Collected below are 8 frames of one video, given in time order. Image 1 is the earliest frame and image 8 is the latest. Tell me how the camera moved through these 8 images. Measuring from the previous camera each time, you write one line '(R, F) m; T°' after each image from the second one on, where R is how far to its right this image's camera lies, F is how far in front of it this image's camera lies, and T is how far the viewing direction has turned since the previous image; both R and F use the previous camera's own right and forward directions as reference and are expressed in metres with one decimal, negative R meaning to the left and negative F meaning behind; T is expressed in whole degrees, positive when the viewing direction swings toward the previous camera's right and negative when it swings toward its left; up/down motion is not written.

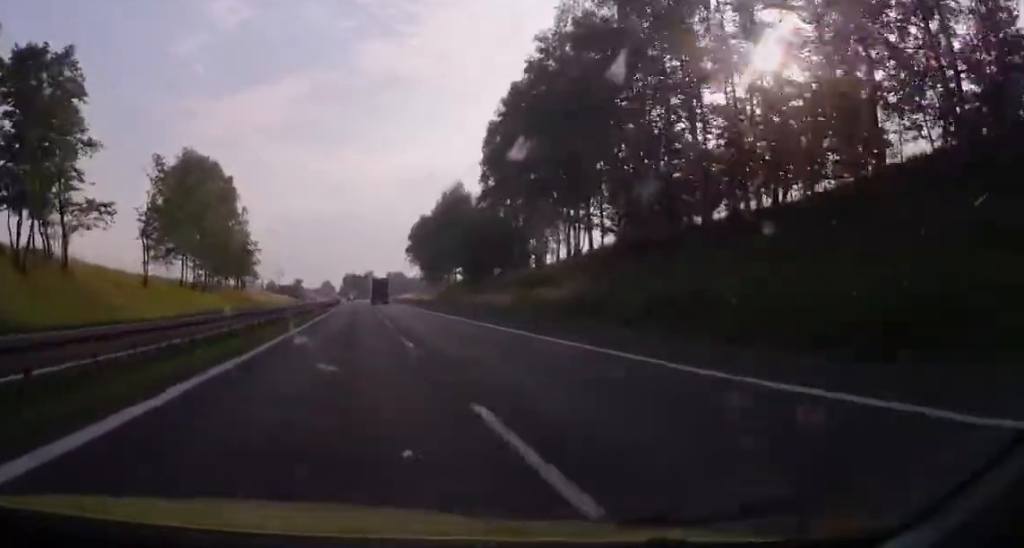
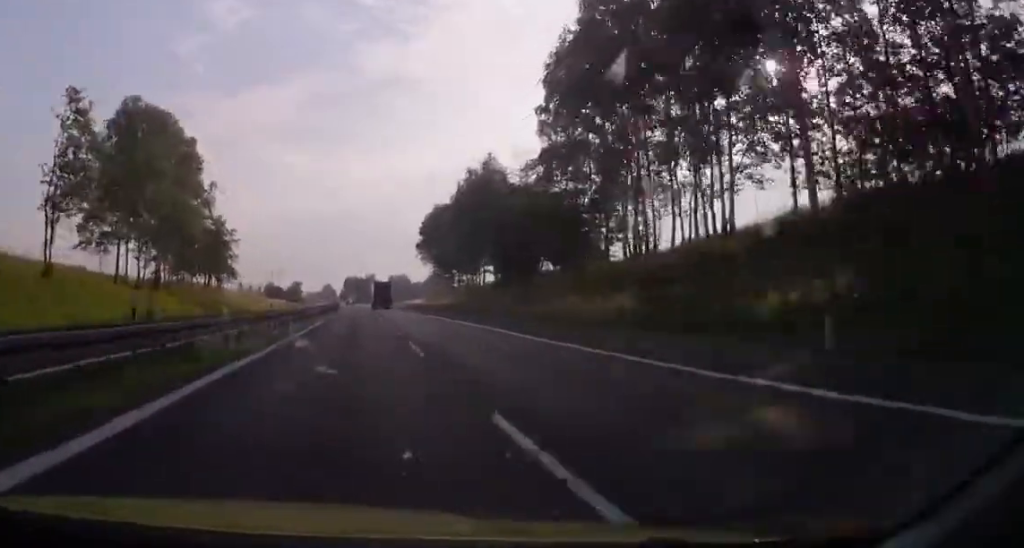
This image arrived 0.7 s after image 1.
(0.0, +24.8) m; 0°
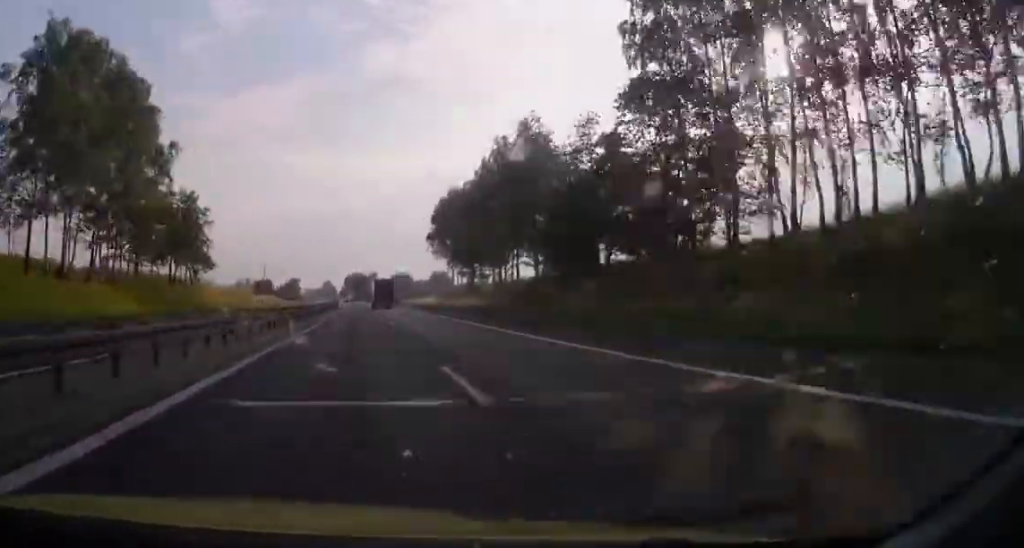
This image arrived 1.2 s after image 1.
(0.0, +18.8) m; 0°
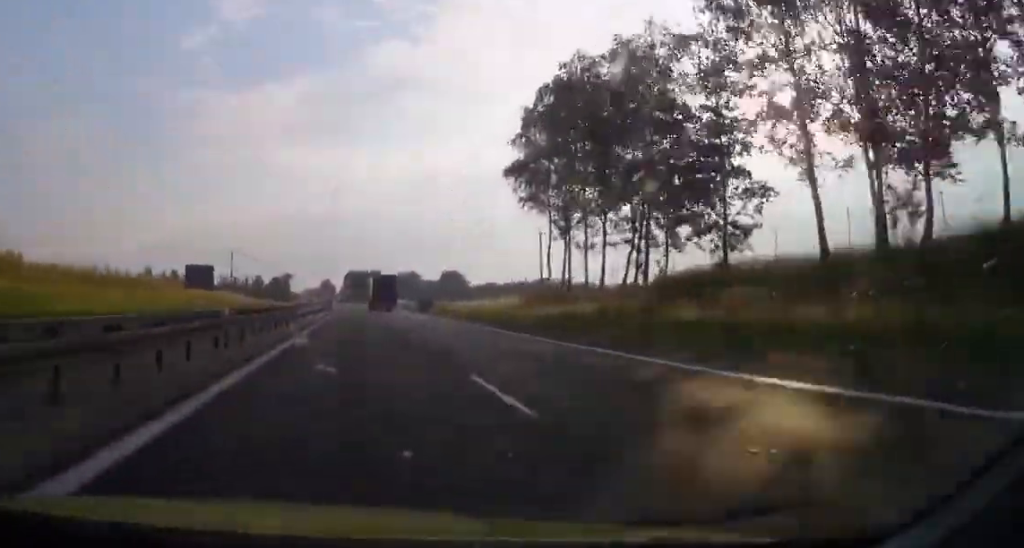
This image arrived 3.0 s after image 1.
(0.0, +60.8) m; 0°
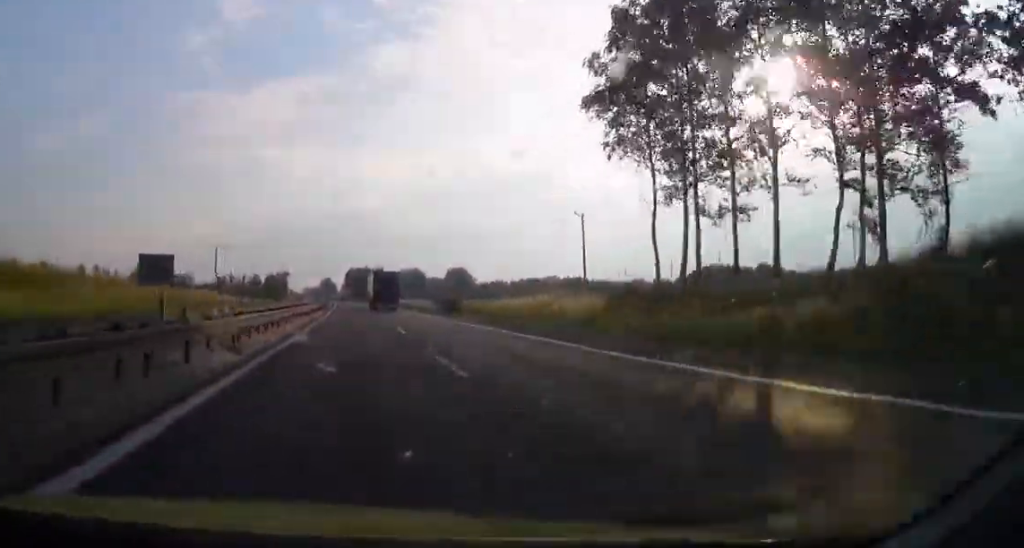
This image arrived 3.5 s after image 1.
(0.0, +19.9) m; 0°
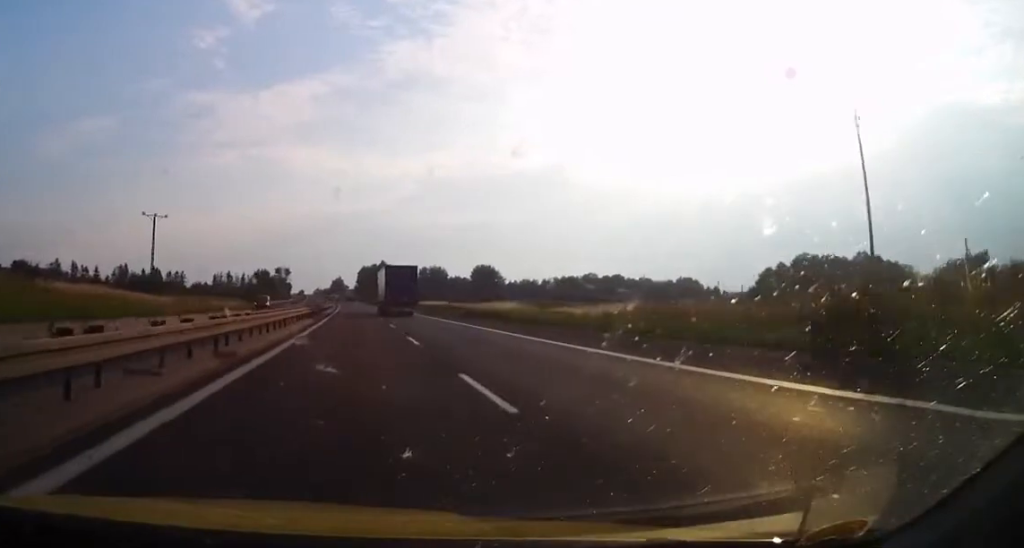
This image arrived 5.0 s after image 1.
(-0.5, +51.2) m; -1°
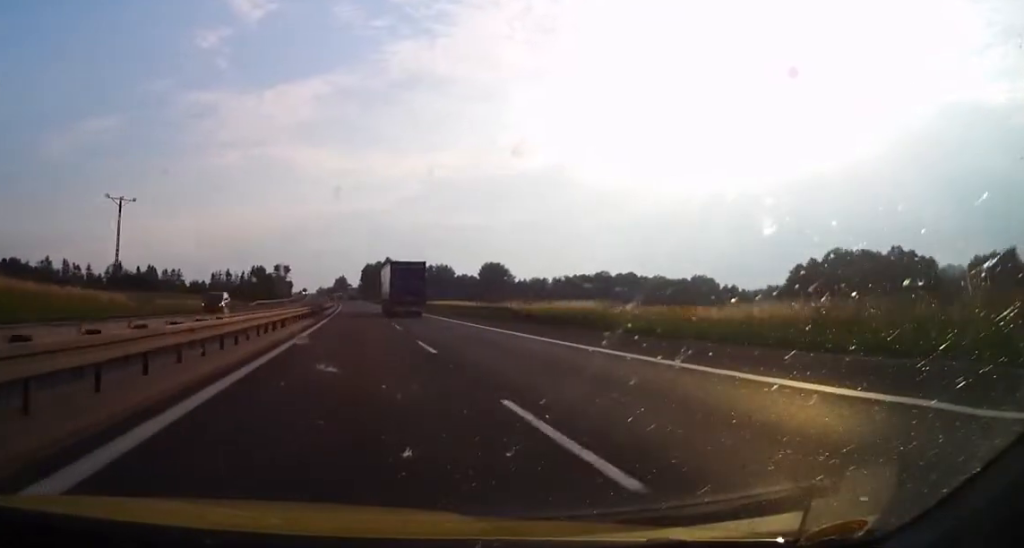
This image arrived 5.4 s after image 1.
(-0.3, +15.1) m; 0°
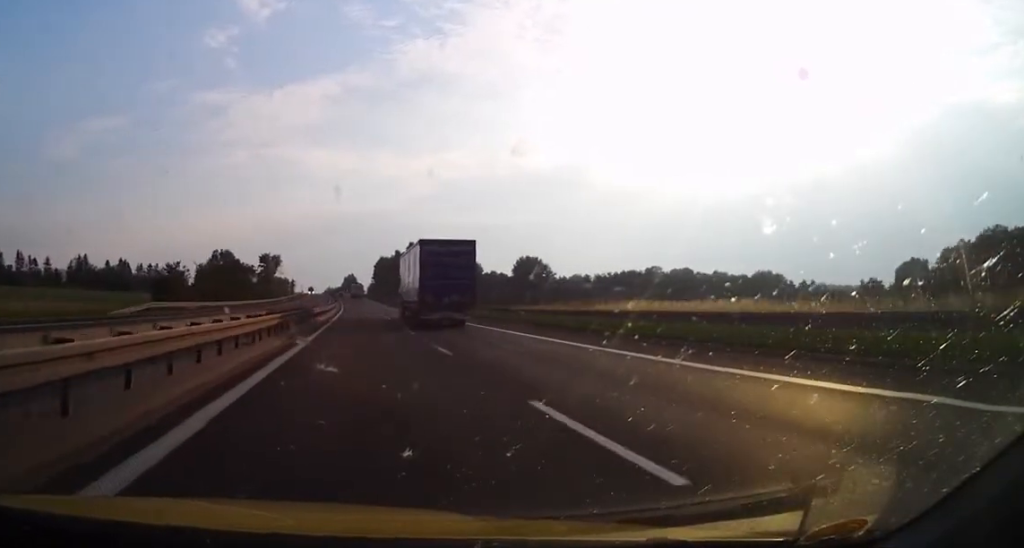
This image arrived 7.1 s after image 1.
(0.0, +59.4) m; -1°
